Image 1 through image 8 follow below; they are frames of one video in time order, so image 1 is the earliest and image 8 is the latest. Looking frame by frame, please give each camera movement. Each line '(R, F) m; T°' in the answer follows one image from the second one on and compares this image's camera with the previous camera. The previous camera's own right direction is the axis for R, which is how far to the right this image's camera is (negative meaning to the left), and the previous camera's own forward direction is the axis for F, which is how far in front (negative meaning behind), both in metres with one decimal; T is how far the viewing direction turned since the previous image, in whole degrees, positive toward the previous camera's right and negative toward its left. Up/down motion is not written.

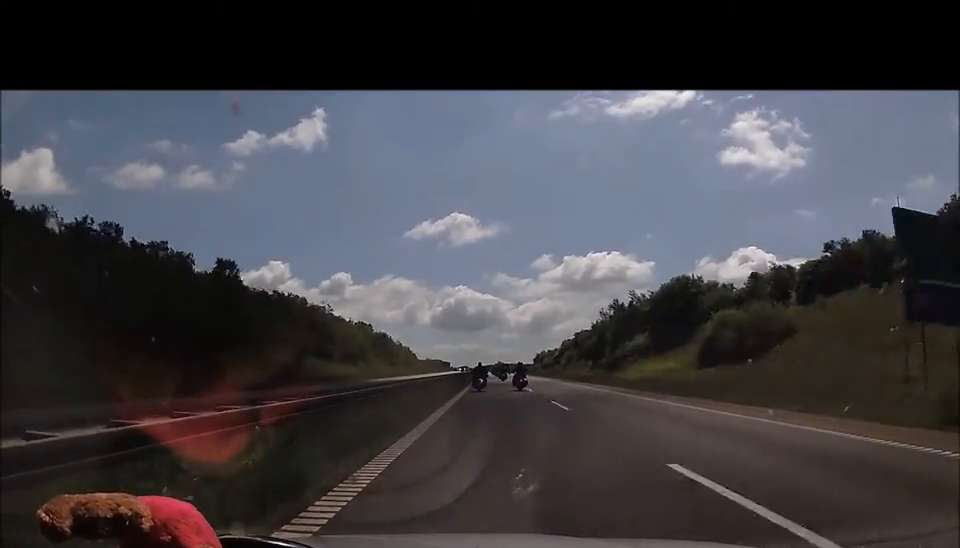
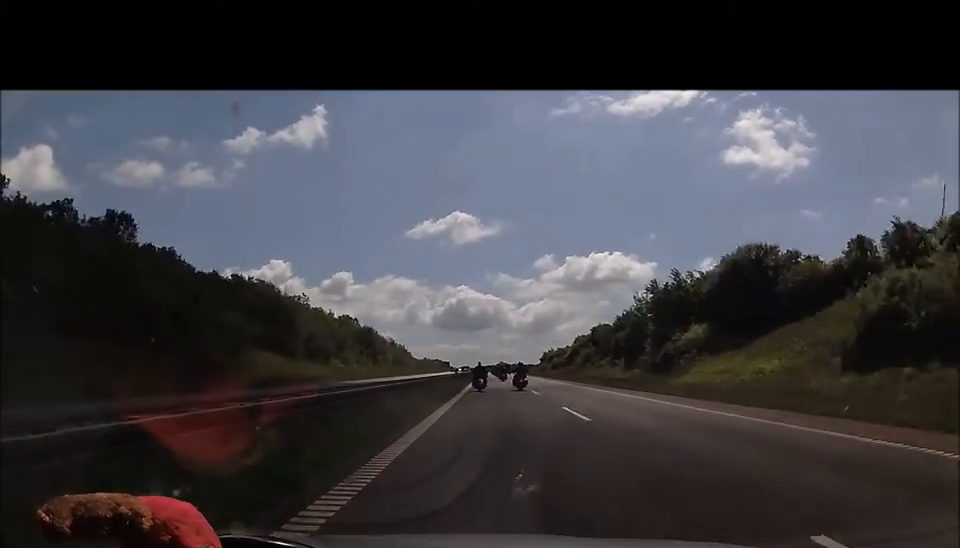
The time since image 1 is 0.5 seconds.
(-0.1, +18.3) m; 0°
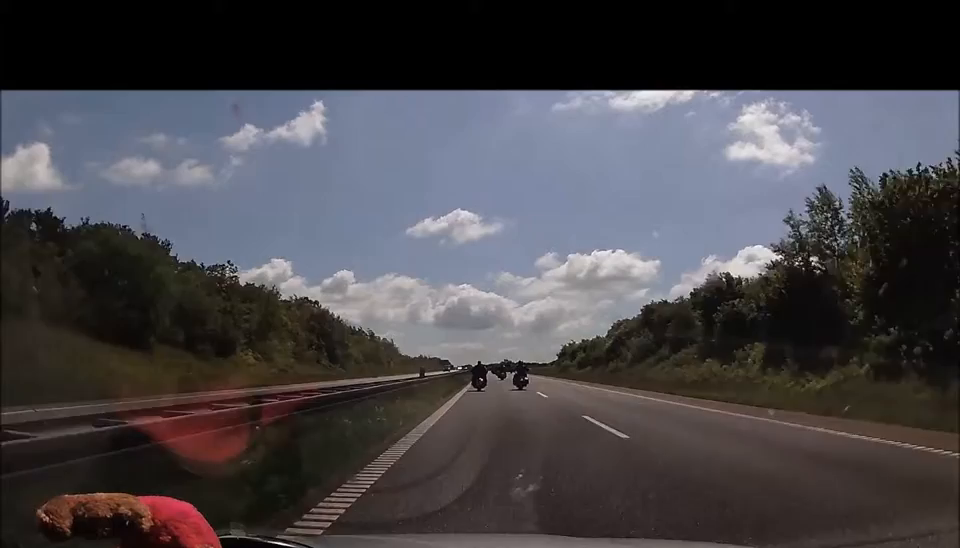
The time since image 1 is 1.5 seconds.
(+0.2, +33.8) m; 0°
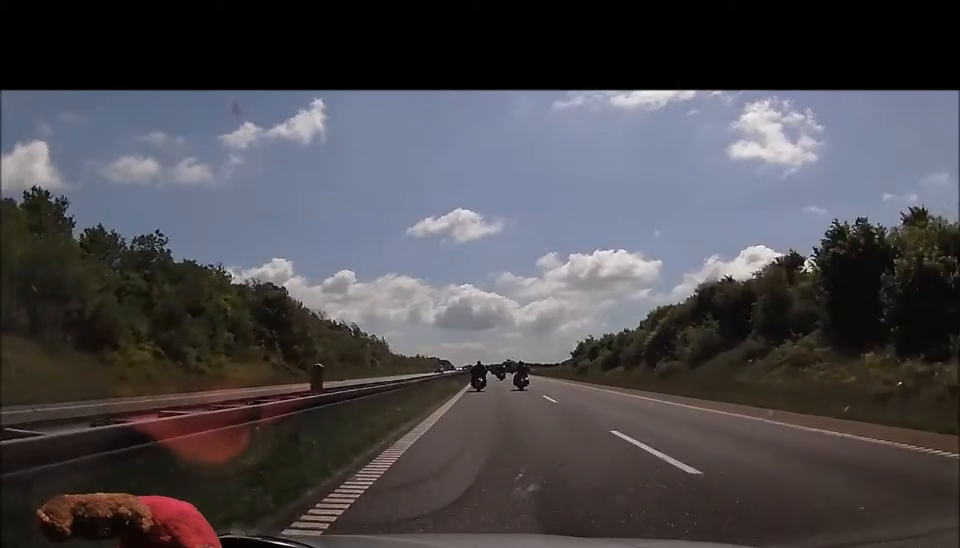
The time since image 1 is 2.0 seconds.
(-0.3, +18.7) m; 0°
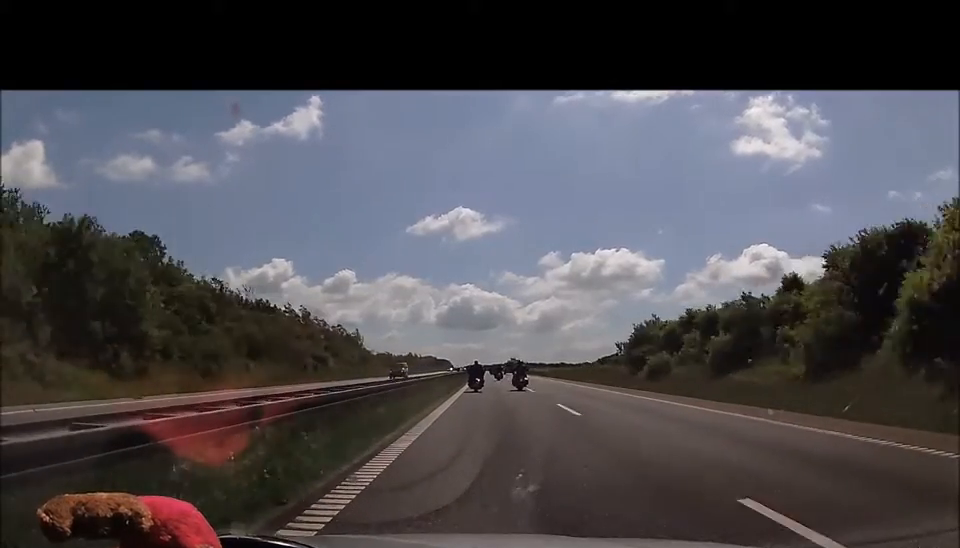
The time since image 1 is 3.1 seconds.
(0.0, +36.2) m; 0°
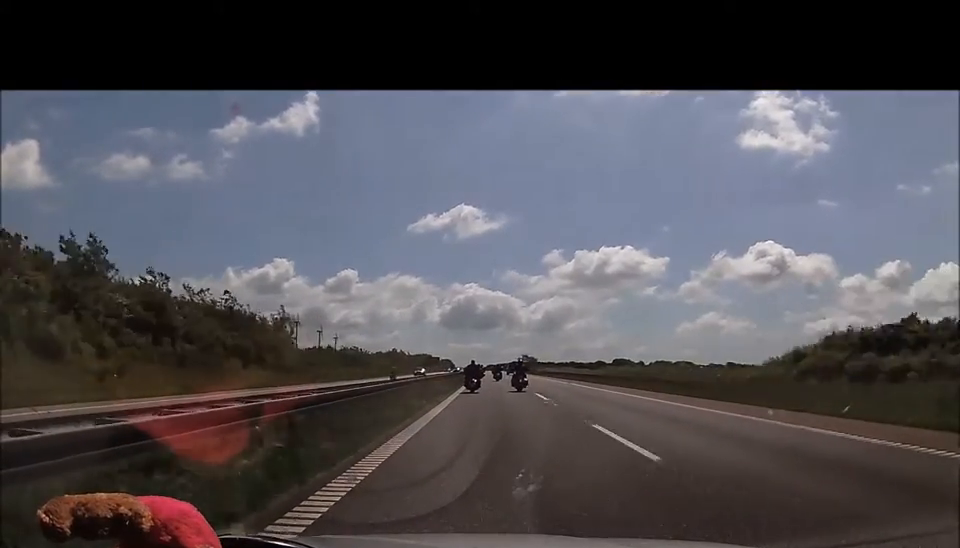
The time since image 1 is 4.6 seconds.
(0.0, +52.7) m; 0°
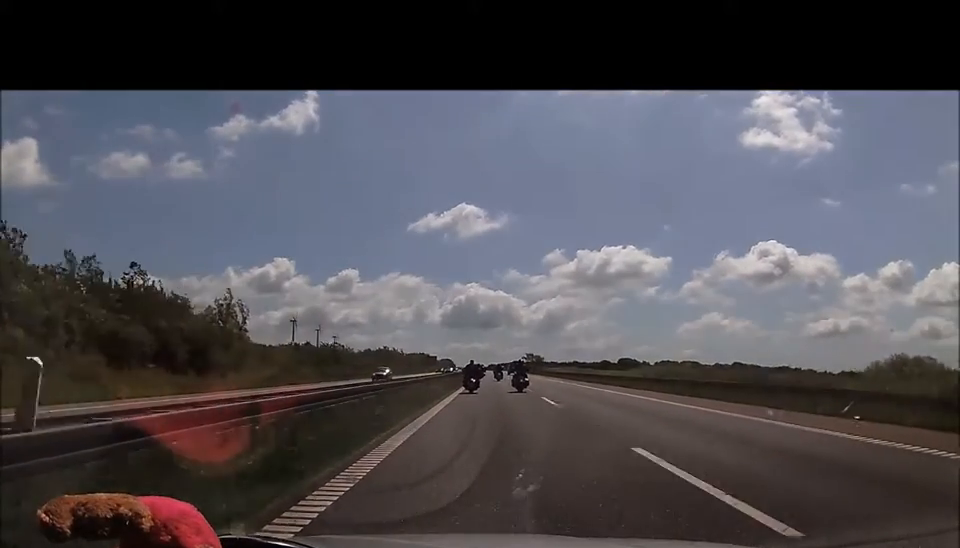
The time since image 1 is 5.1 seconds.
(-0.1, +18.7) m; 0°
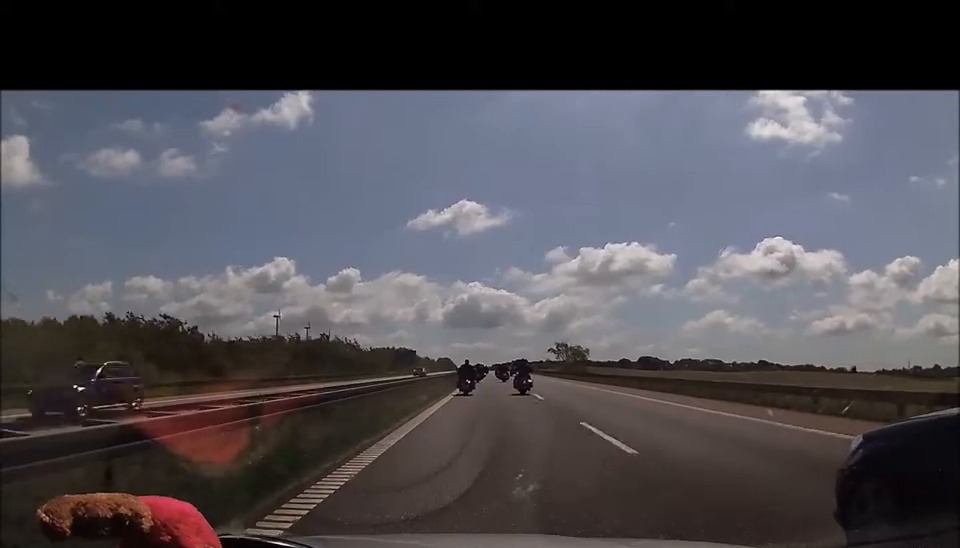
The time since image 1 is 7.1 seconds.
(-0.6, +70.0) m; -1°
